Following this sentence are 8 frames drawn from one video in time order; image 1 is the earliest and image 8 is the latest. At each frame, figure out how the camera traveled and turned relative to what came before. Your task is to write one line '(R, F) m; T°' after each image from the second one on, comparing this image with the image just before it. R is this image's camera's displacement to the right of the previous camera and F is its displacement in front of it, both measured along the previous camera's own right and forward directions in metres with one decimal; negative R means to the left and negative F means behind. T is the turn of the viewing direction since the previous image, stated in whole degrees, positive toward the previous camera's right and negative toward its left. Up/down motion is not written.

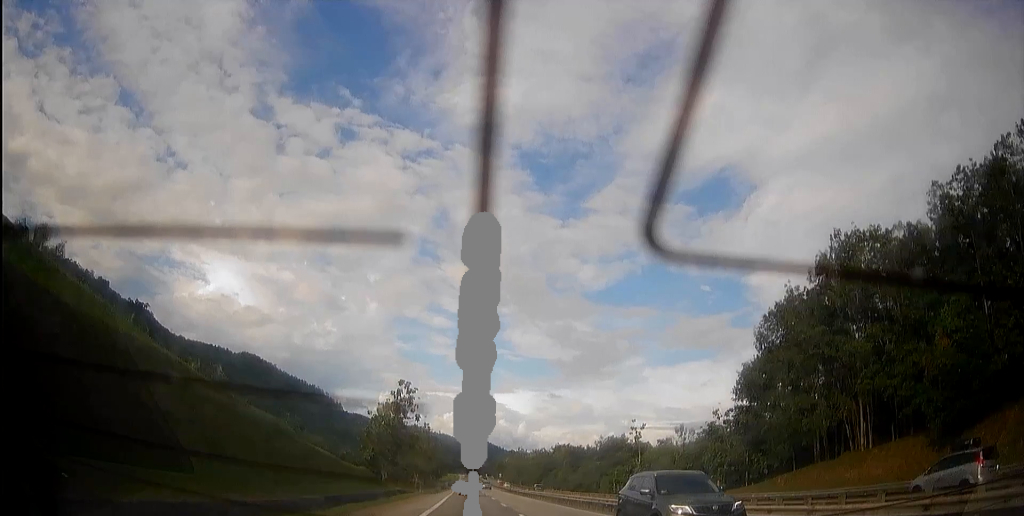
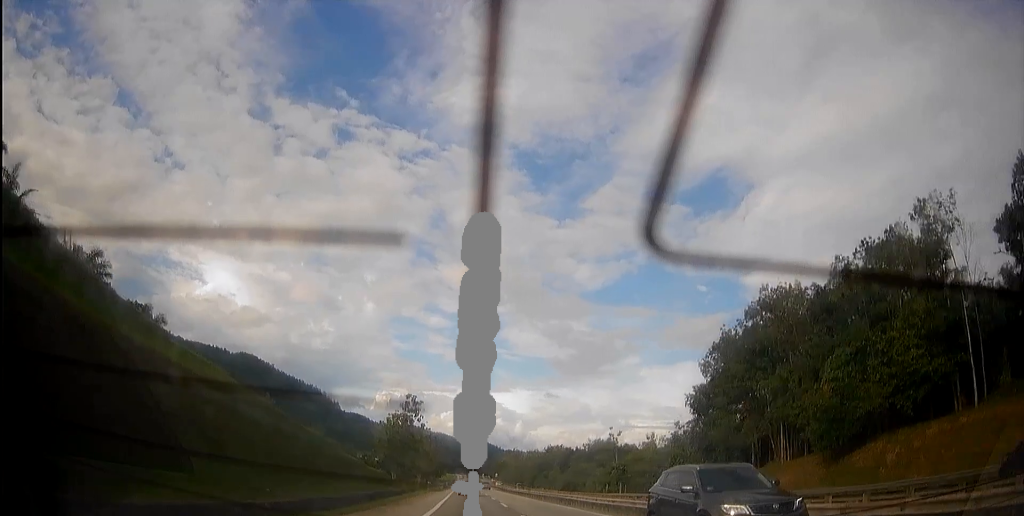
(0.0, +15.1) m; 0°
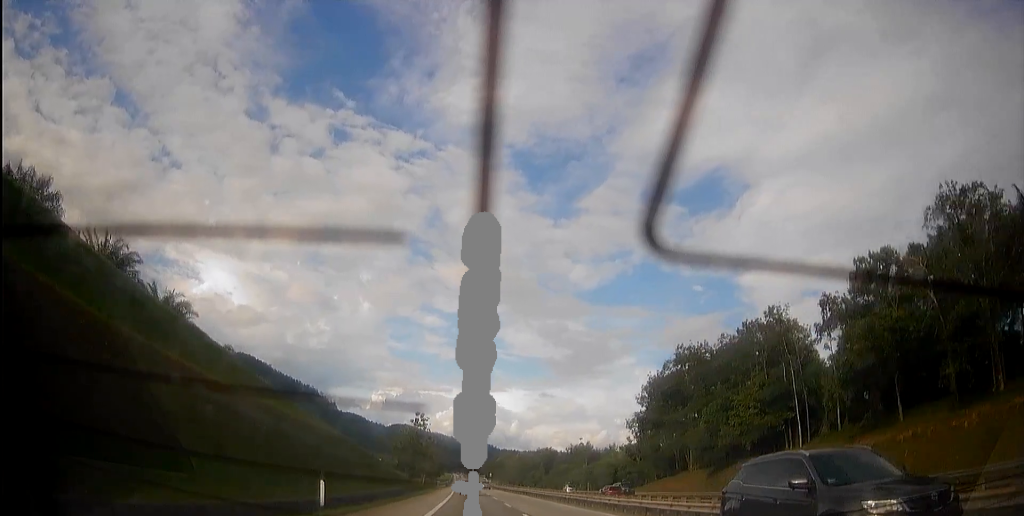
(-0.1, +24.9) m; 0°
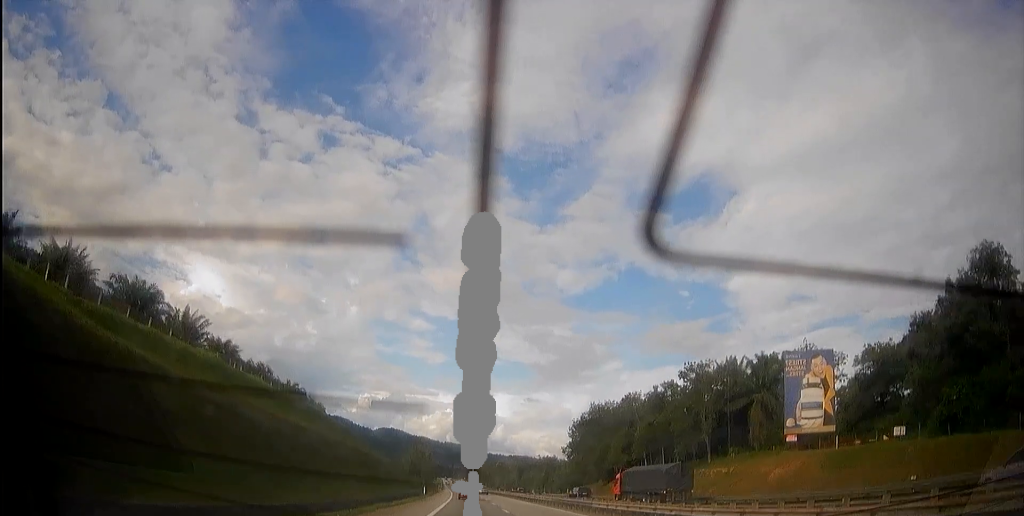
(-0.6, +51.3) m; -1°
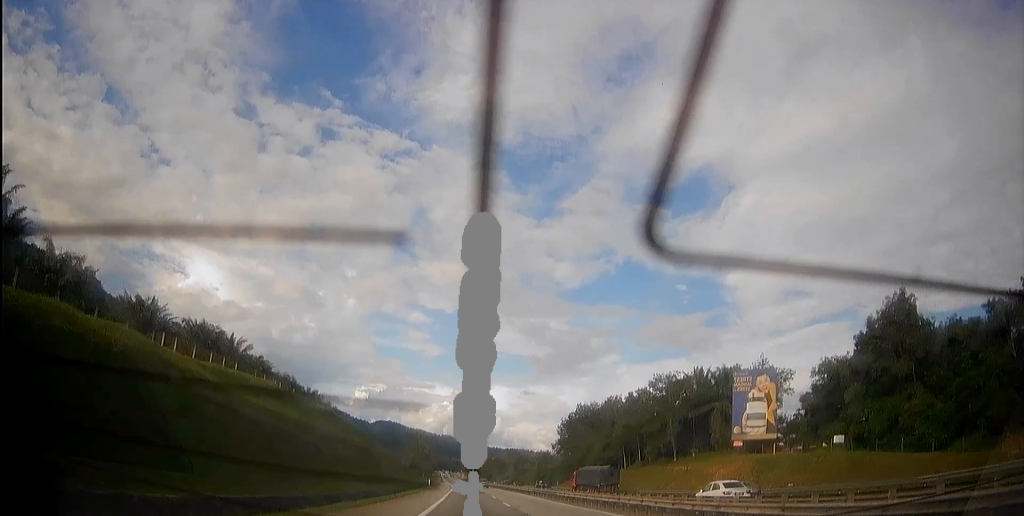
(-0.1, +13.1) m; 0°
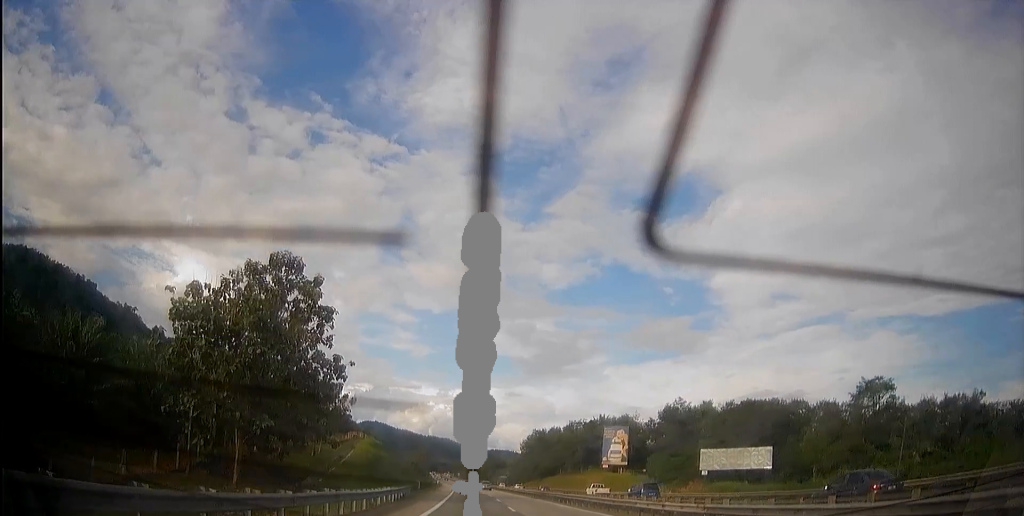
(-0.9, +65.4) m; -2°
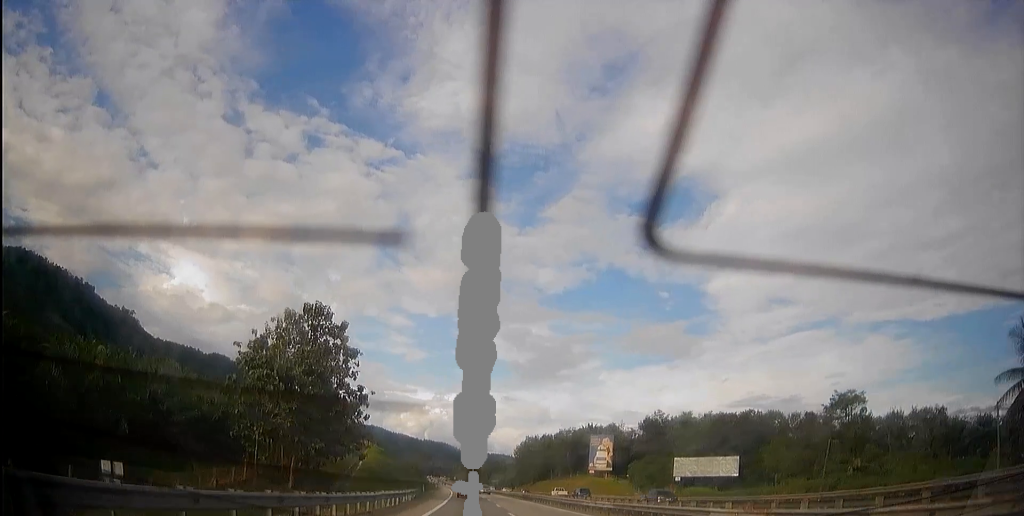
(0.0, +10.9) m; 0°
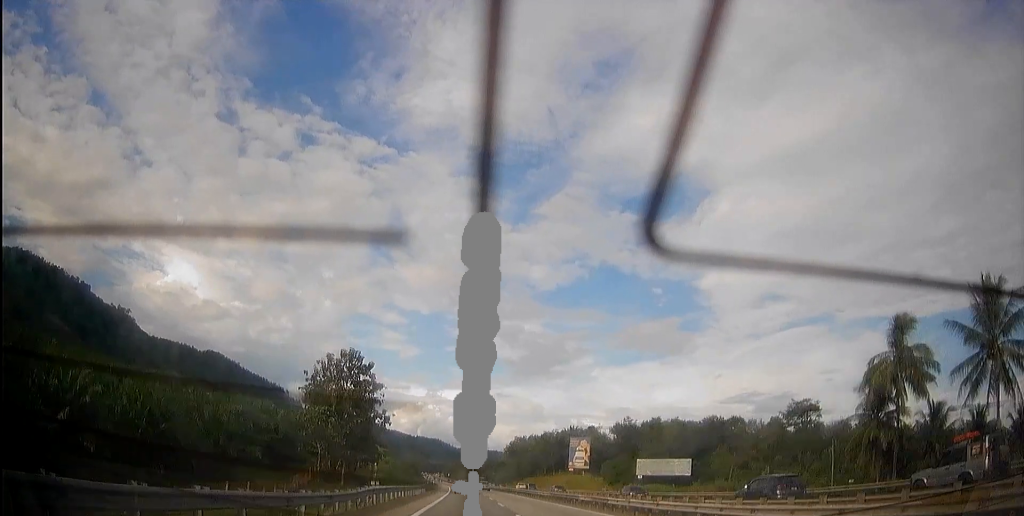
(-0.1, +19.8) m; -1°
